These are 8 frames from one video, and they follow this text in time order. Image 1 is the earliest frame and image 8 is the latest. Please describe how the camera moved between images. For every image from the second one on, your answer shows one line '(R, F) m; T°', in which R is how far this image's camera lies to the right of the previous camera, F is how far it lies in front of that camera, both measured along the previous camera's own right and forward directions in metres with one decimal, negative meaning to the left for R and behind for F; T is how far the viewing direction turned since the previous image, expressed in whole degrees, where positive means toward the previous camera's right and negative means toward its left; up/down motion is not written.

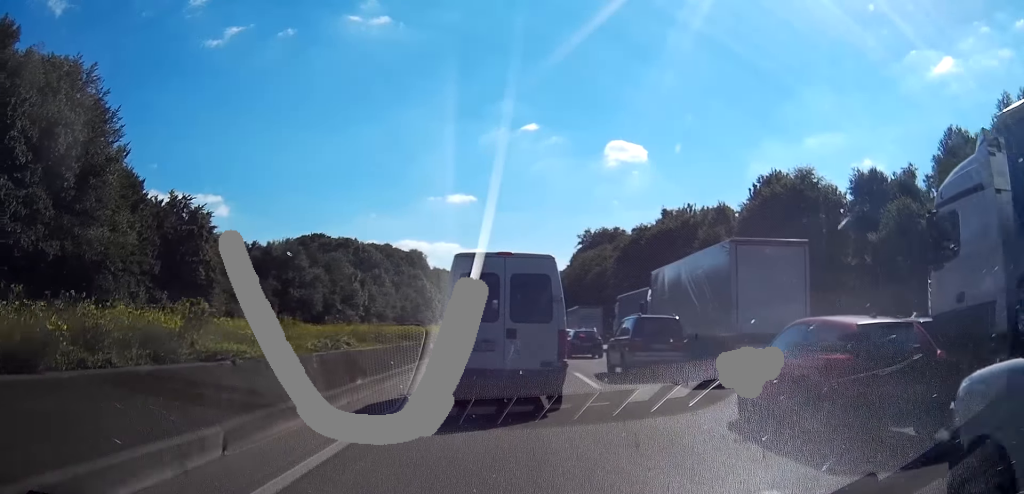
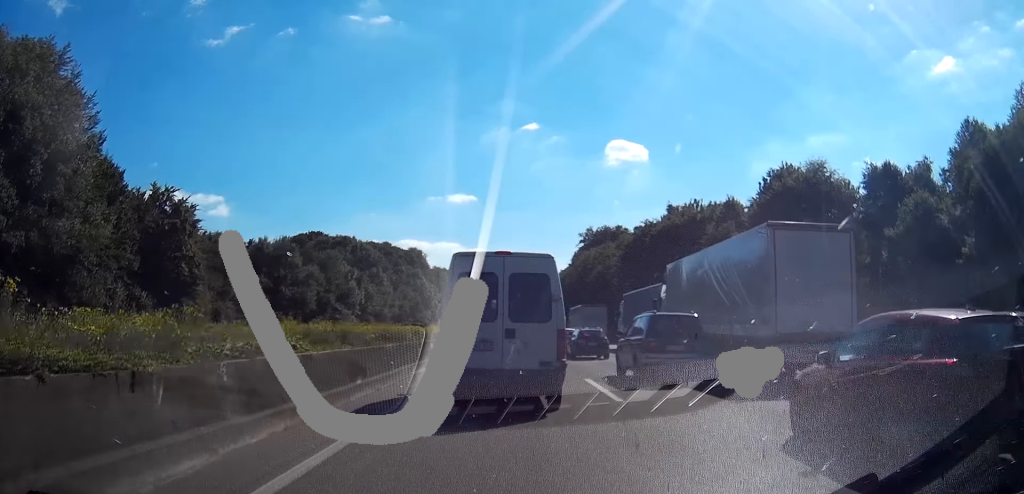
(+0.1, +3.7) m; +1°
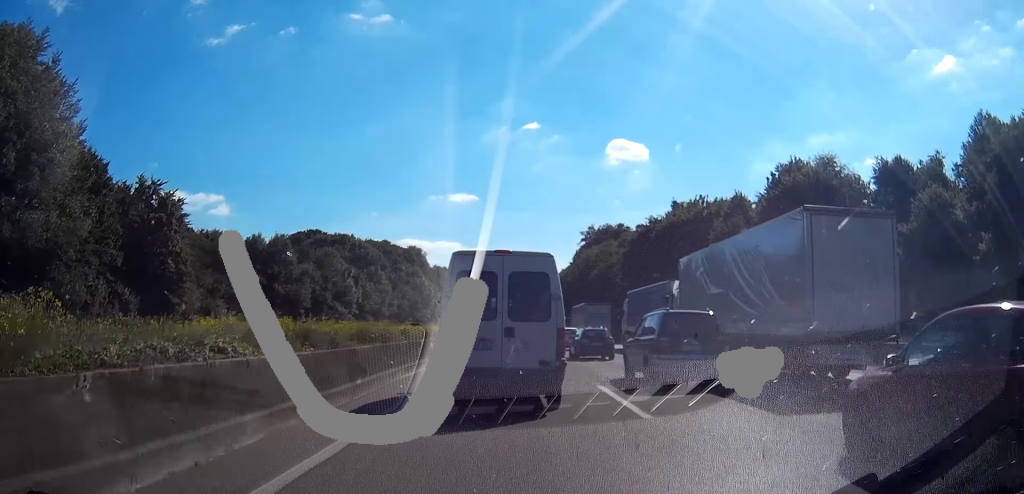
(0.0, +2.8) m; 0°
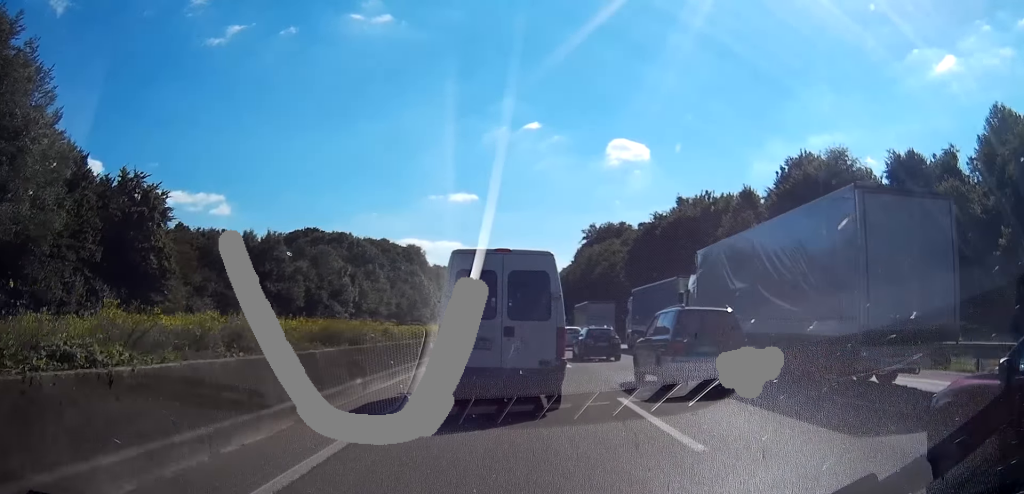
(0.0, +3.1) m; 0°
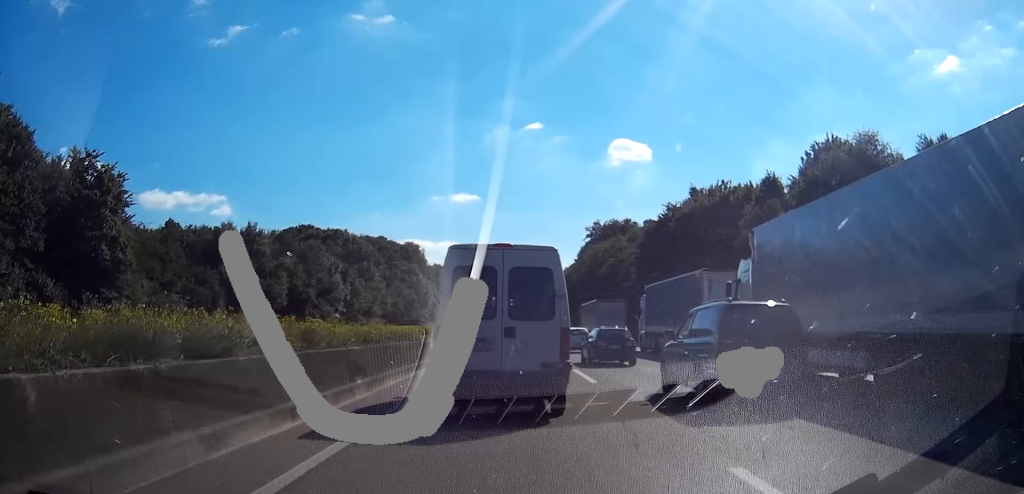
(+0.2, +7.0) m; +3°
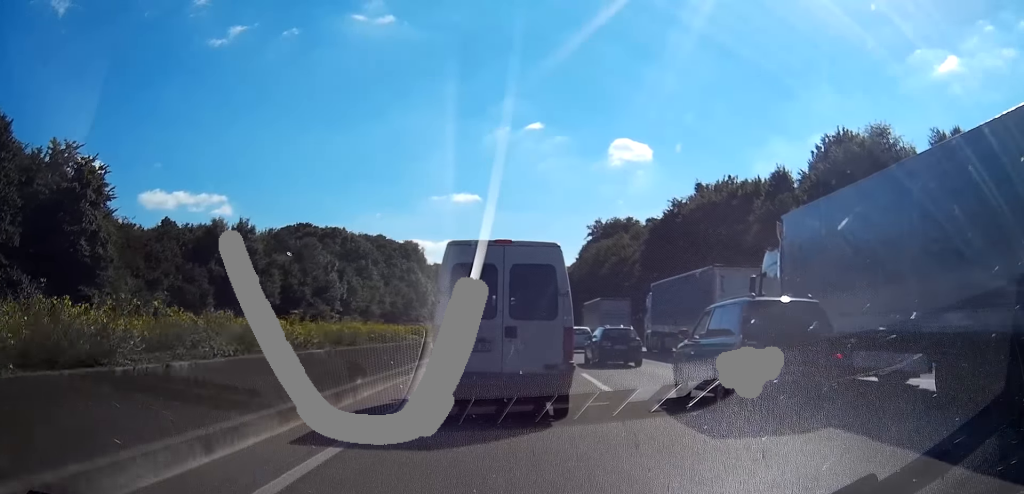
(+0.1, +2.5) m; +1°
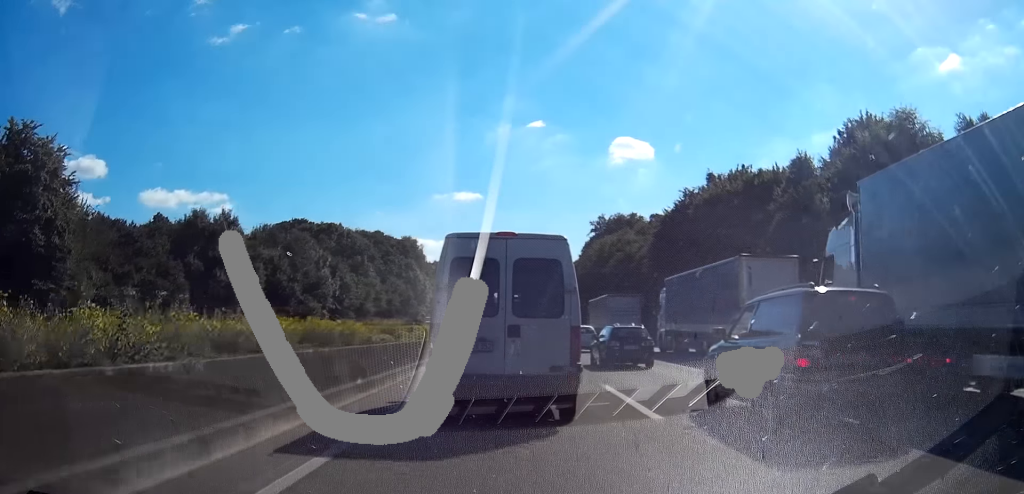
(-0.1, +4.7) m; -2°
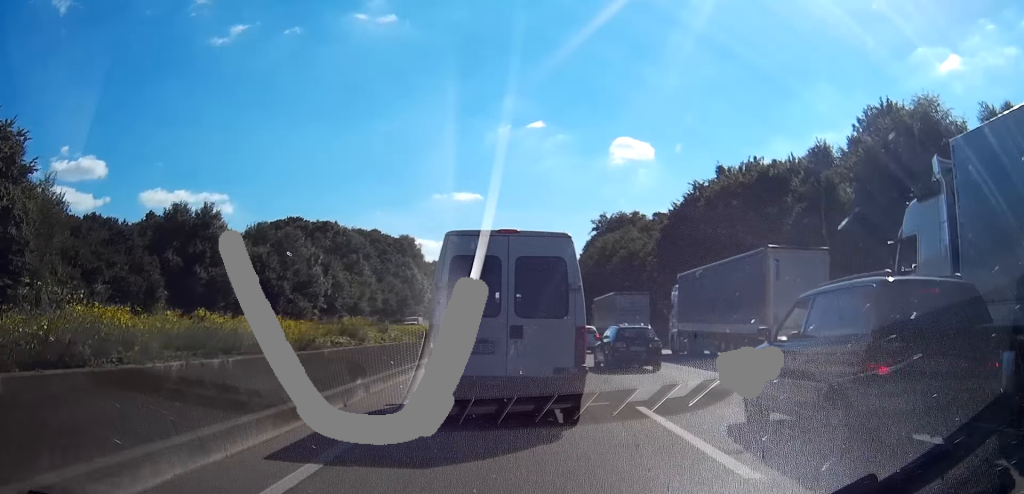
(-0.1, +4.1) m; -1°
